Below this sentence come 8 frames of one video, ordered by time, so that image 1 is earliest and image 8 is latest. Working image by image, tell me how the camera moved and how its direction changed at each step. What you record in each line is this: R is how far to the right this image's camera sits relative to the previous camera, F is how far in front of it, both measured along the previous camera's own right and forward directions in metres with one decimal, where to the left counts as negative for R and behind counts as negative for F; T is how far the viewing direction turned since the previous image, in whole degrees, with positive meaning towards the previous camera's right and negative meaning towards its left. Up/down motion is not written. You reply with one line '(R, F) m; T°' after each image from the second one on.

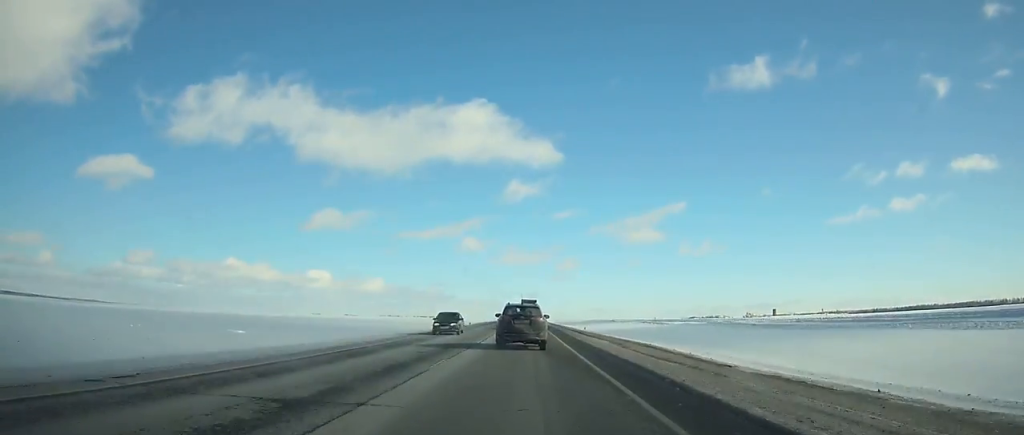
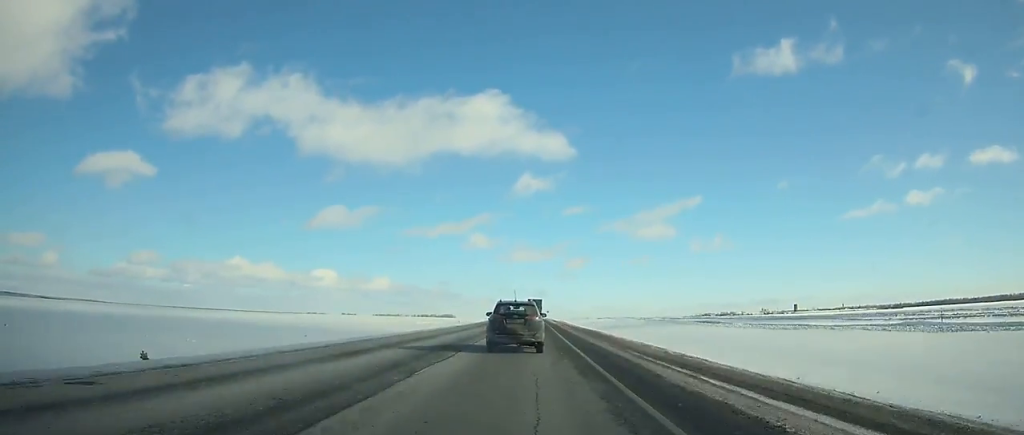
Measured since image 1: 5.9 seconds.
(-0.3, +122.7) m; 0°
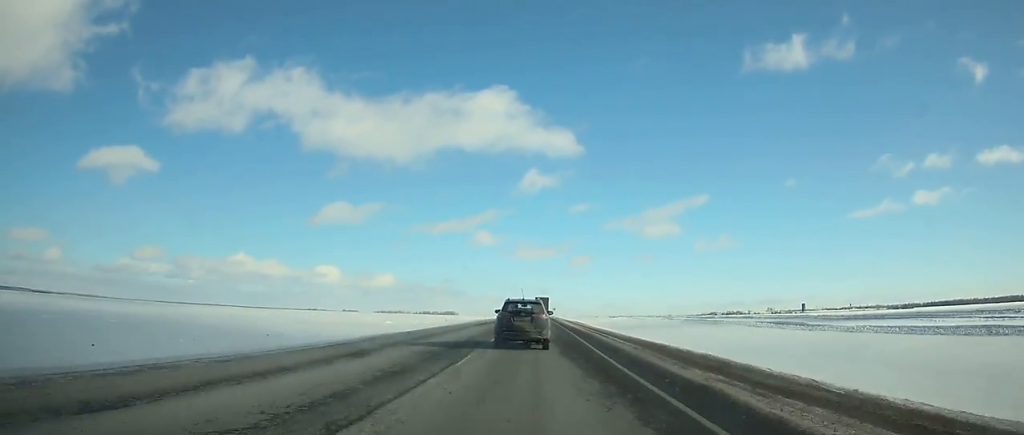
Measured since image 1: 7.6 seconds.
(-0.2, +35.3) m; 0°
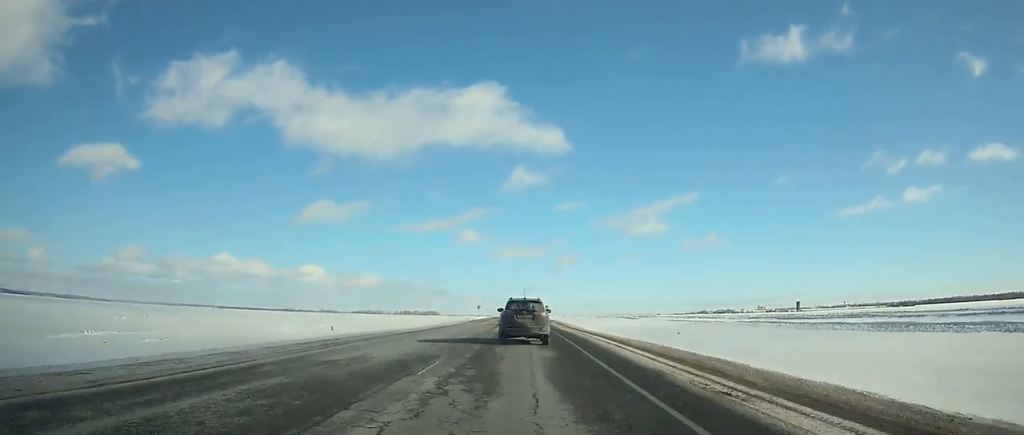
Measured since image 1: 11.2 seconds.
(+0.5, +76.3) m; +1°
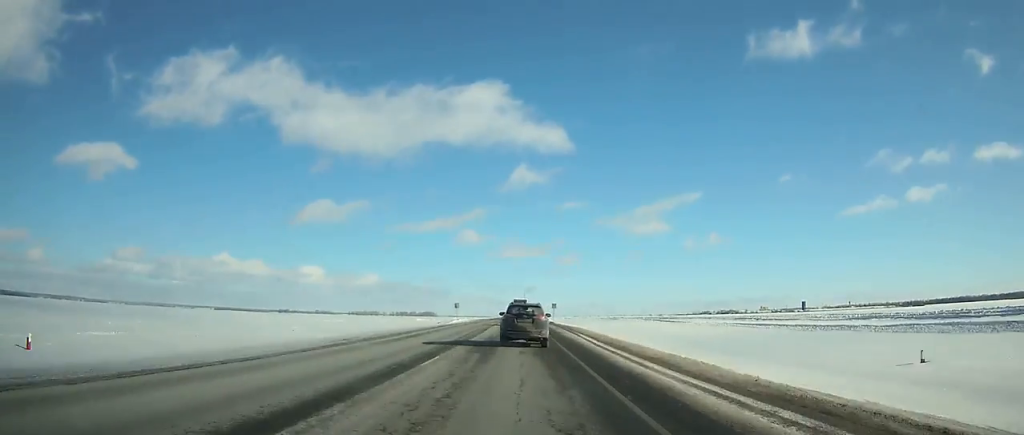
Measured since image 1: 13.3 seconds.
(0.0, +46.2) m; 0°
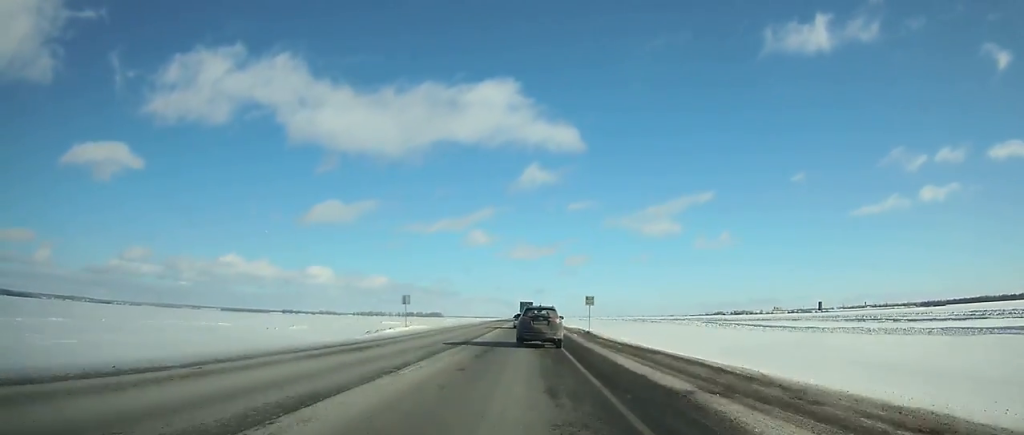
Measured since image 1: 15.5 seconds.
(-0.2, +49.1) m; 0°
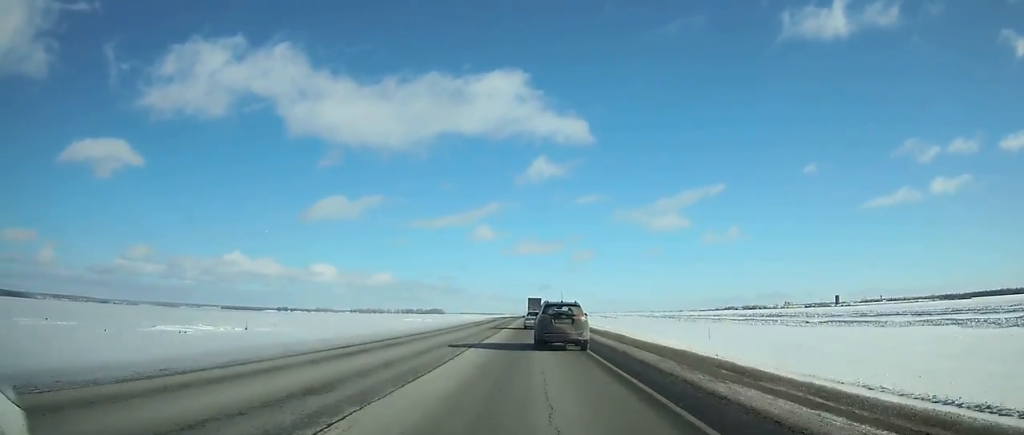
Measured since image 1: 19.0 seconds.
(-0.4, +79.3) m; 0°
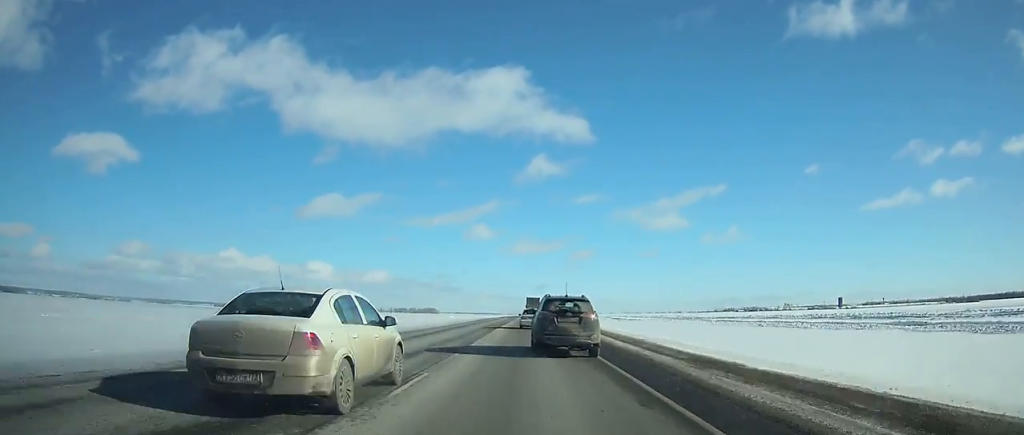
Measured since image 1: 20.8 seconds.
(0.0, +40.7) m; 0°
